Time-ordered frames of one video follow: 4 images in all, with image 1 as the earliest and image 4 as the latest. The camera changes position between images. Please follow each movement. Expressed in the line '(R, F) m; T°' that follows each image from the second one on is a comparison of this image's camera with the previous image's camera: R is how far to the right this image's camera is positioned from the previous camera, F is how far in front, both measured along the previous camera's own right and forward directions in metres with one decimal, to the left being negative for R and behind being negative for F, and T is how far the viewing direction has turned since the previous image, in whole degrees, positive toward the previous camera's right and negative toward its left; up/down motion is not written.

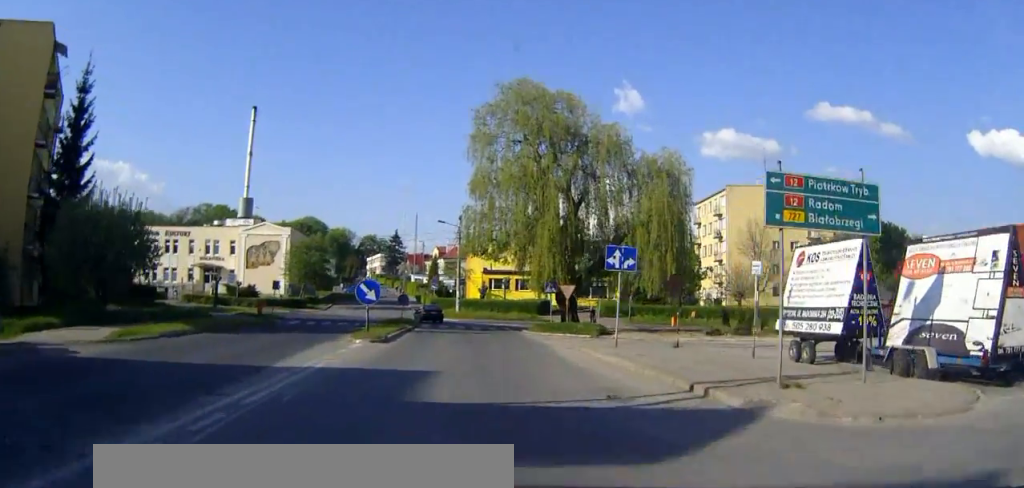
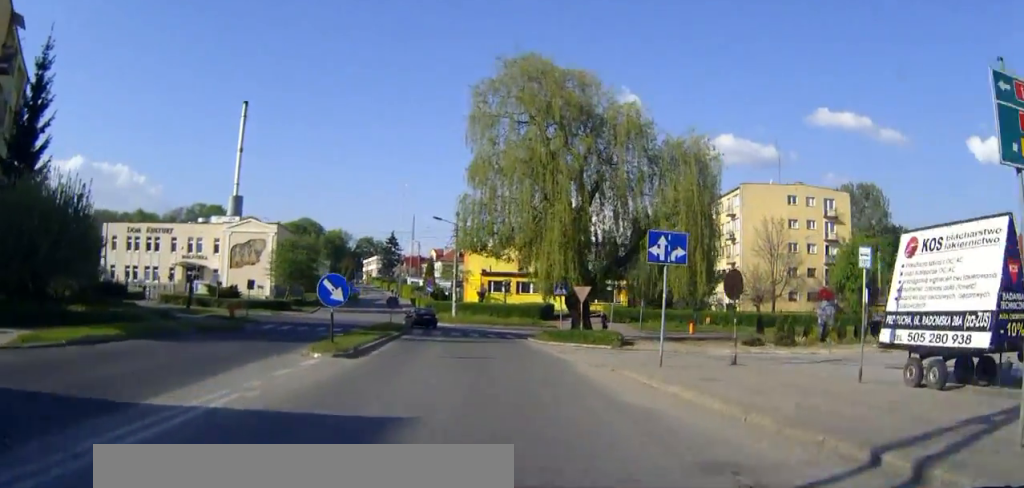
(0.0, +5.7) m; 0°
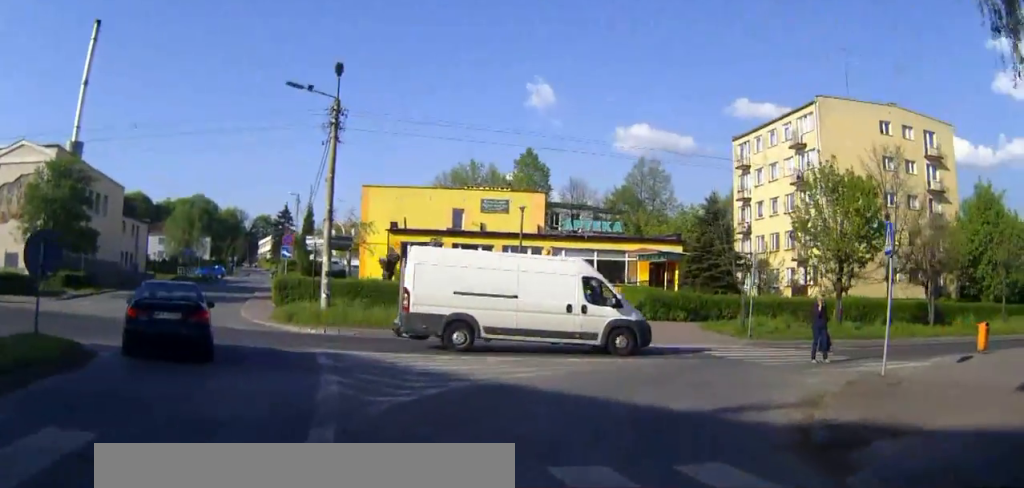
(+0.2, +38.7) m; +6°
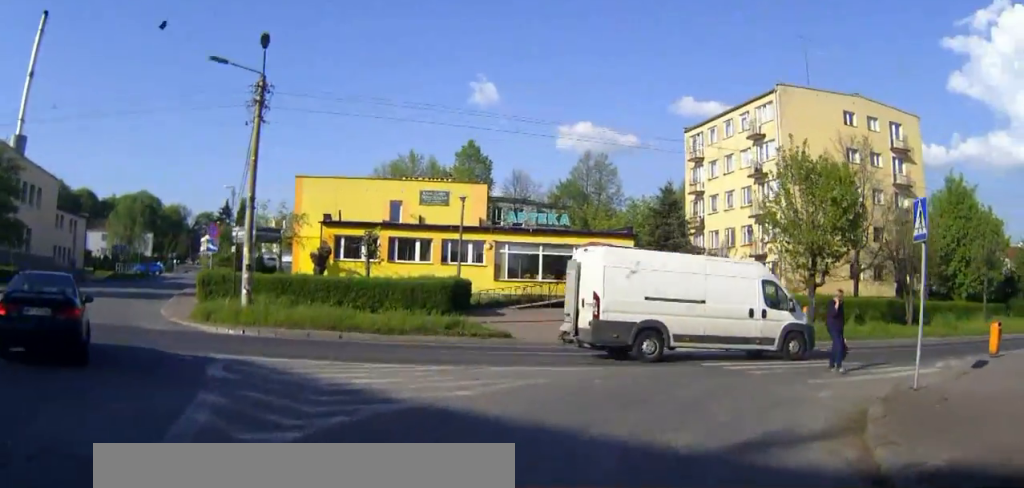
(+0.1, +3.1) m; +4°
